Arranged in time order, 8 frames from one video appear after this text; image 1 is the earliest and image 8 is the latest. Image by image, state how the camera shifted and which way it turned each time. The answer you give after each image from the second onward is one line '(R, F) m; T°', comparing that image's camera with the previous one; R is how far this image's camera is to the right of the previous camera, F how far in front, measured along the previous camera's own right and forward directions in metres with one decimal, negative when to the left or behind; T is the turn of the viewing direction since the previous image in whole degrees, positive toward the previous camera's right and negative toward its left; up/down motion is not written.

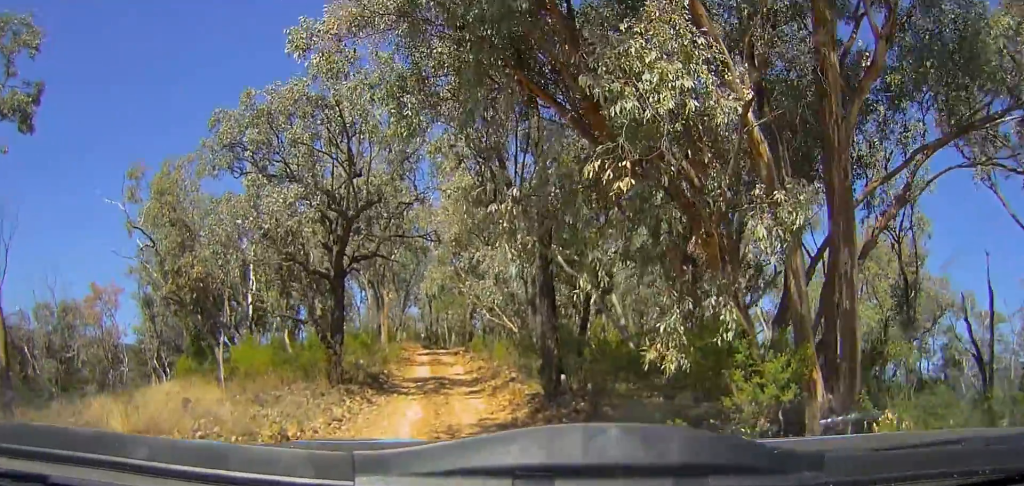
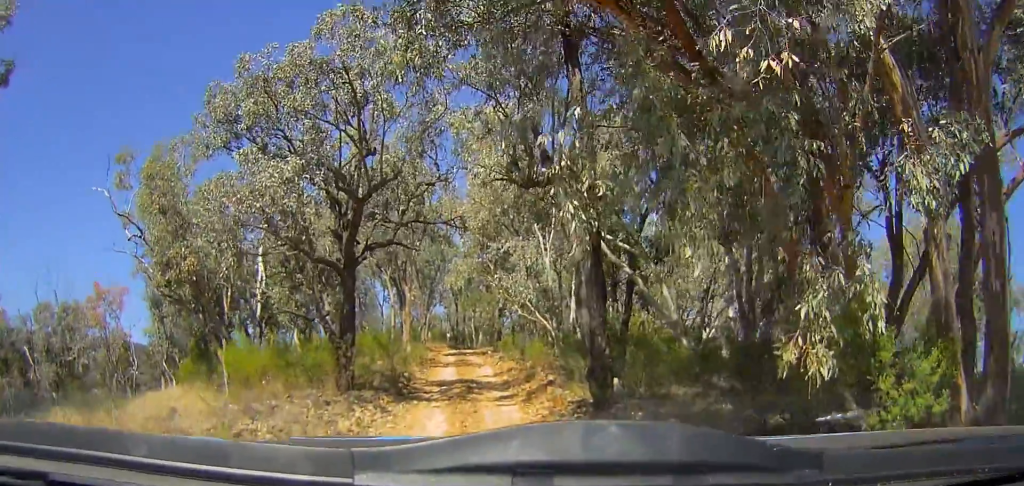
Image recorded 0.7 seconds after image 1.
(-0.1, +2.4) m; -3°
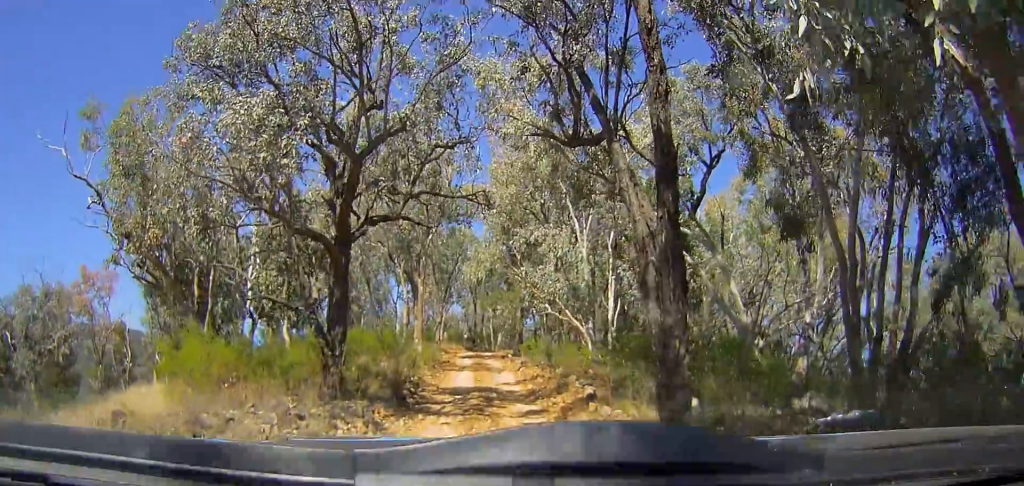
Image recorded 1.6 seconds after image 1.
(0.0, +3.3) m; 0°
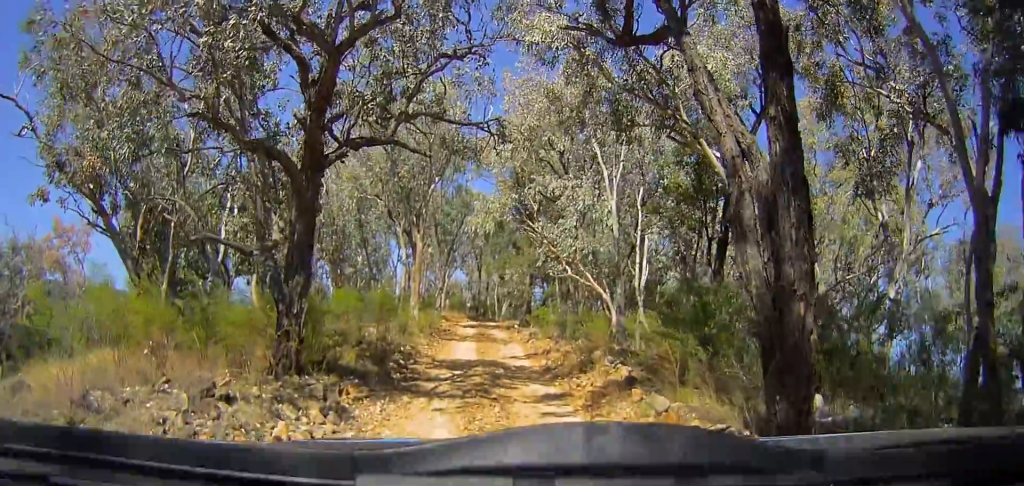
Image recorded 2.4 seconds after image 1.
(0.0, +3.0) m; 0°
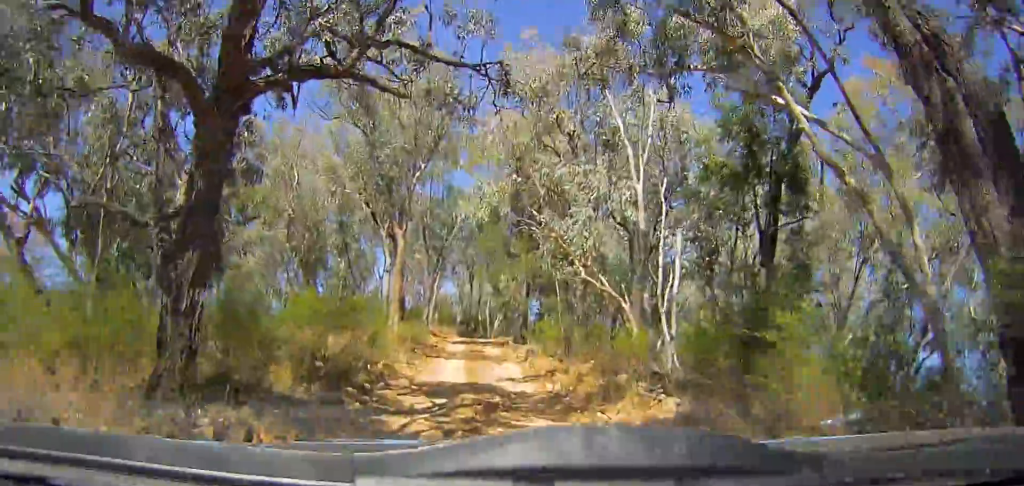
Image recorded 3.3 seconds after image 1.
(0.0, +3.2) m; +2°
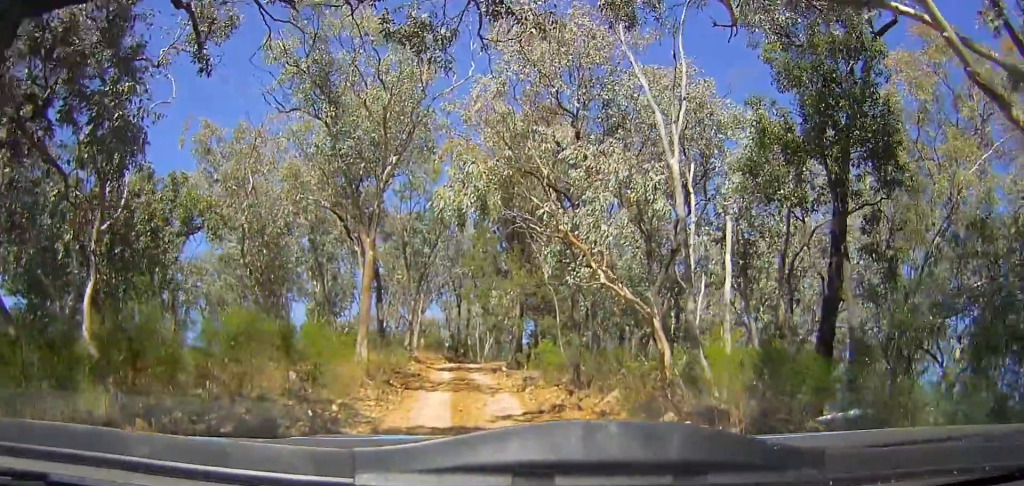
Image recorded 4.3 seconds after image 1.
(+0.1, +3.4) m; -1°
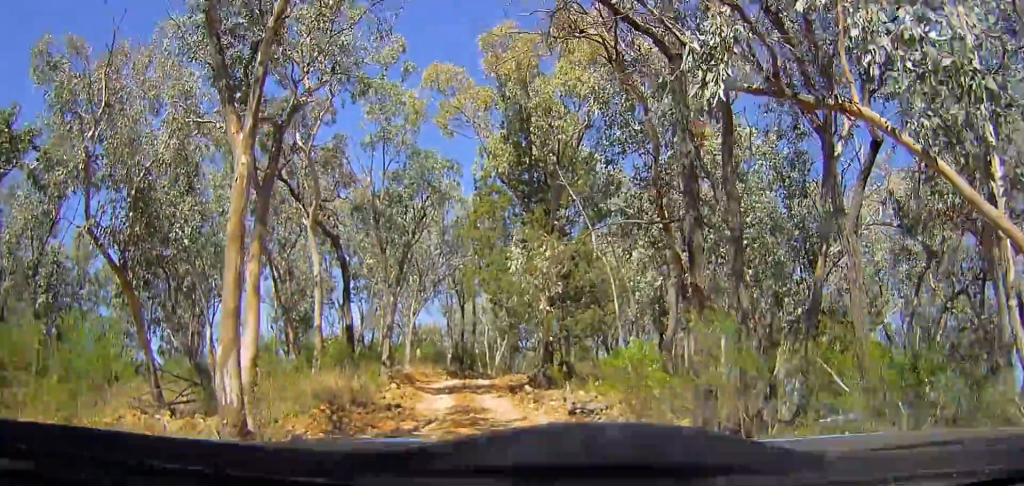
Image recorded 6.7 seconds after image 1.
(-0.5, +9.6) m; -3°
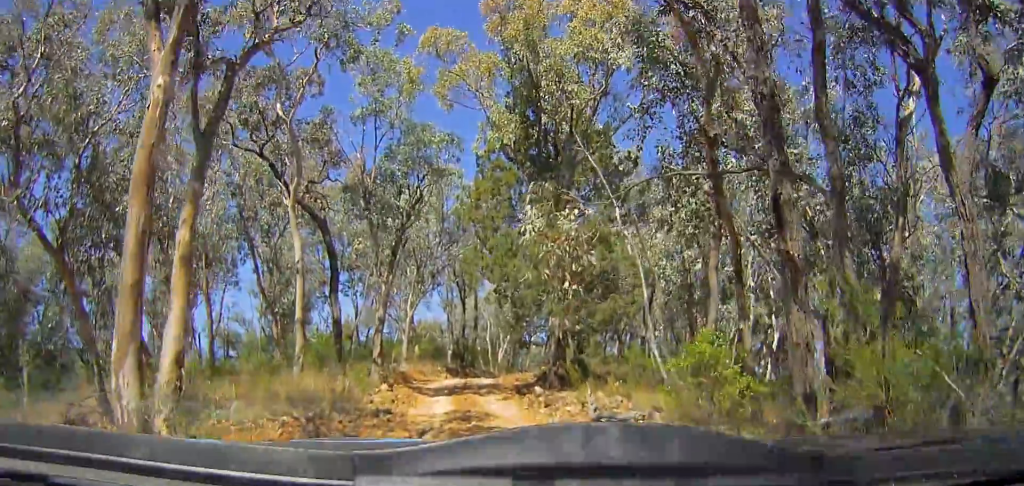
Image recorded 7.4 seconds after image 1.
(0.0, +2.5) m; 0°
